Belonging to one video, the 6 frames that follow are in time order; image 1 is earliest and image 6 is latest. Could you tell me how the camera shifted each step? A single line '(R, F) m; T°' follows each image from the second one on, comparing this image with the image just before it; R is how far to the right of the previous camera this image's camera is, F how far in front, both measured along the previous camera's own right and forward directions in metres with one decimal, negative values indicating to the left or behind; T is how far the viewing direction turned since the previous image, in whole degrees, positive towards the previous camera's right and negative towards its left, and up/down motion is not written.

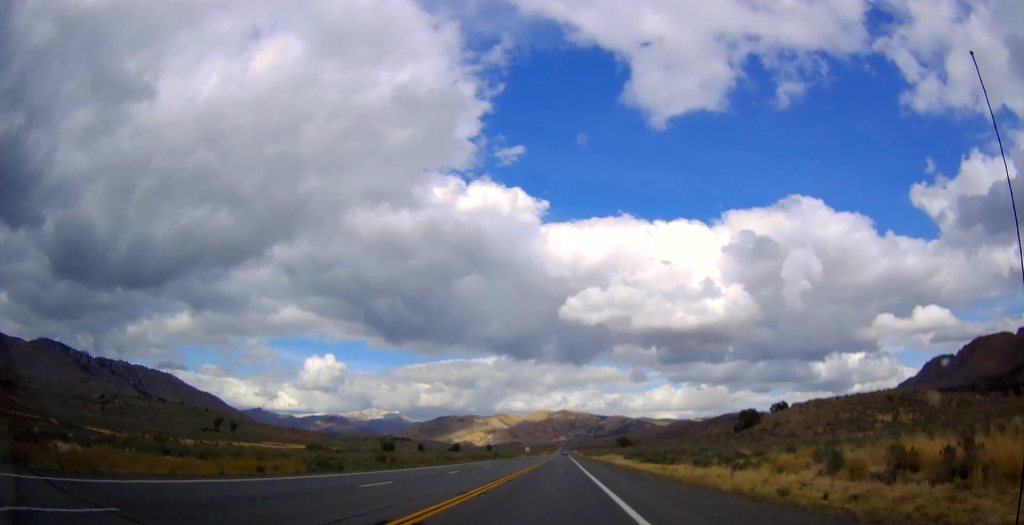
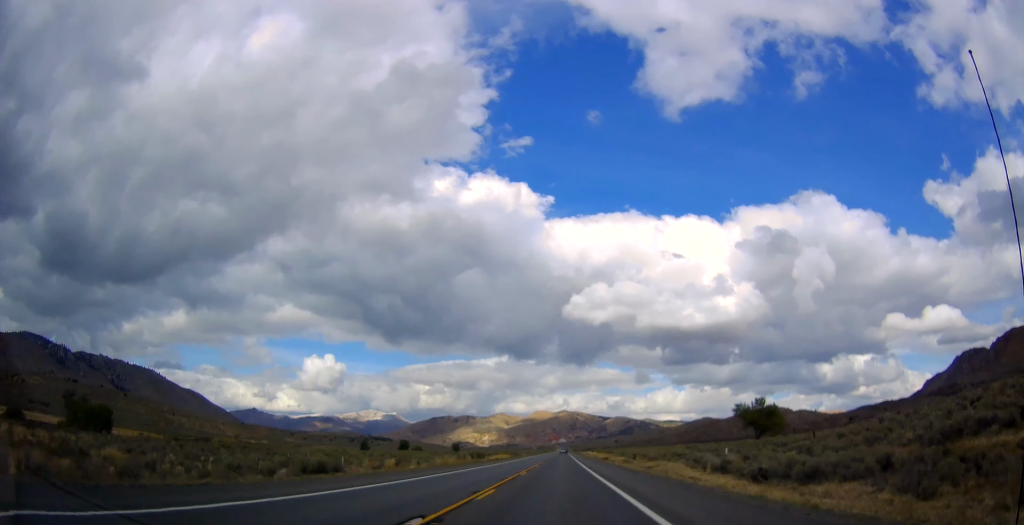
(+0.2, +390.0) m; 0°
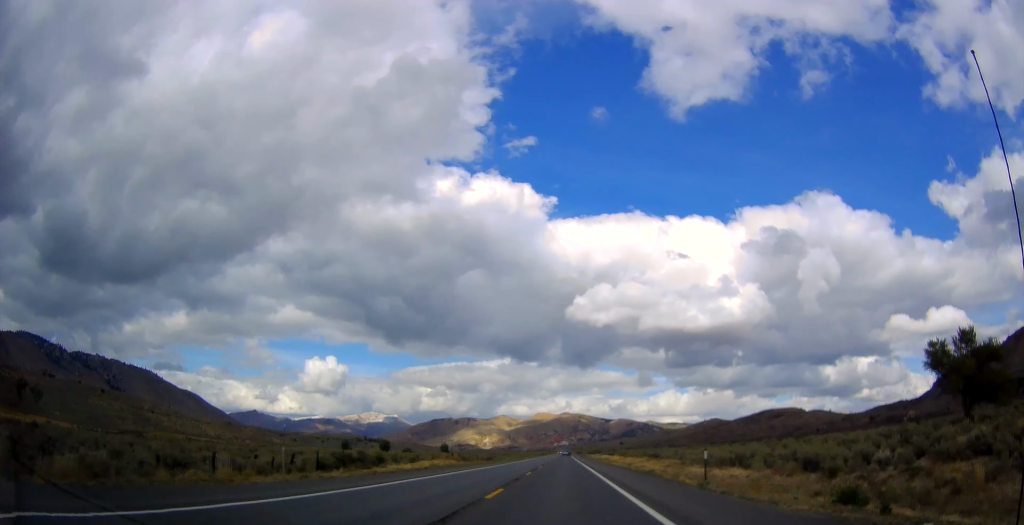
(0.0, +89.0) m; 0°
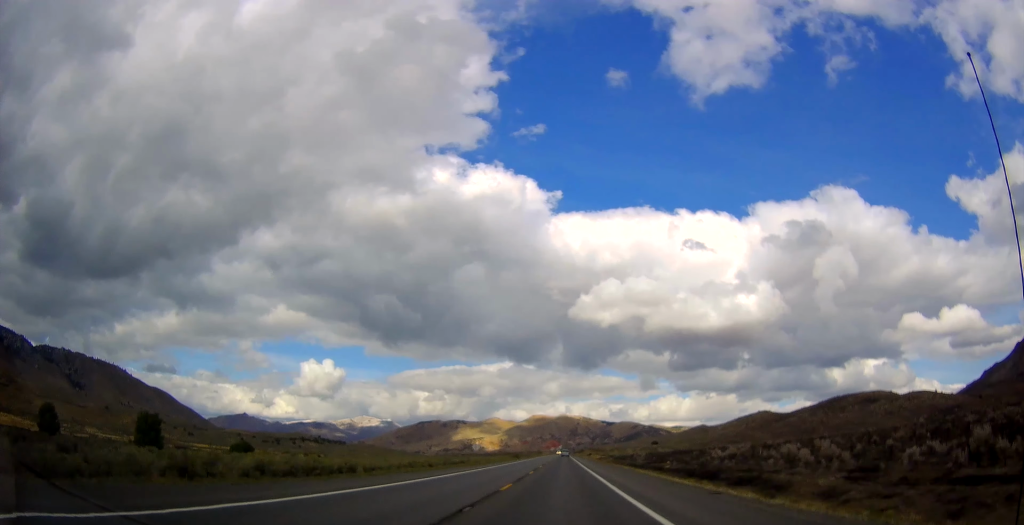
(-0.1, +457.1) m; 0°
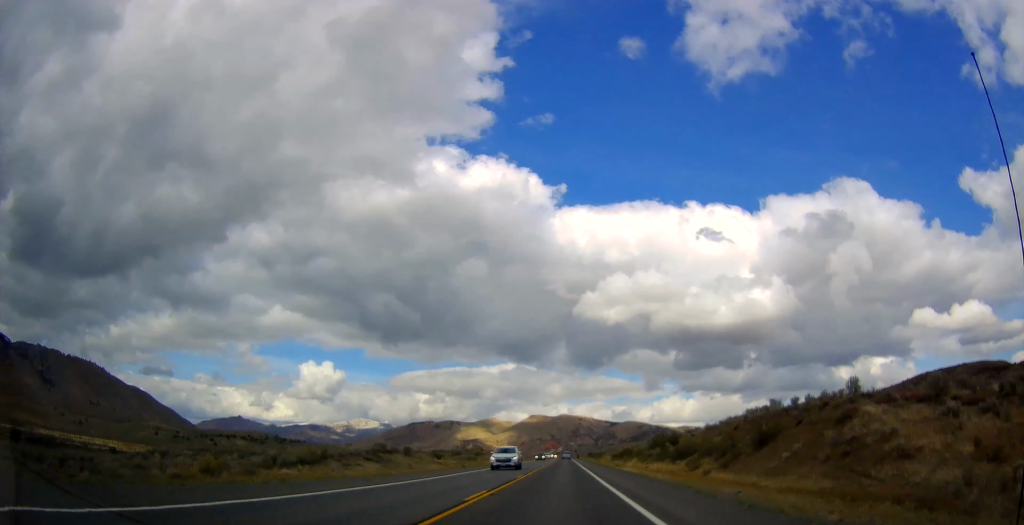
(+0.6, +304.9) m; 0°
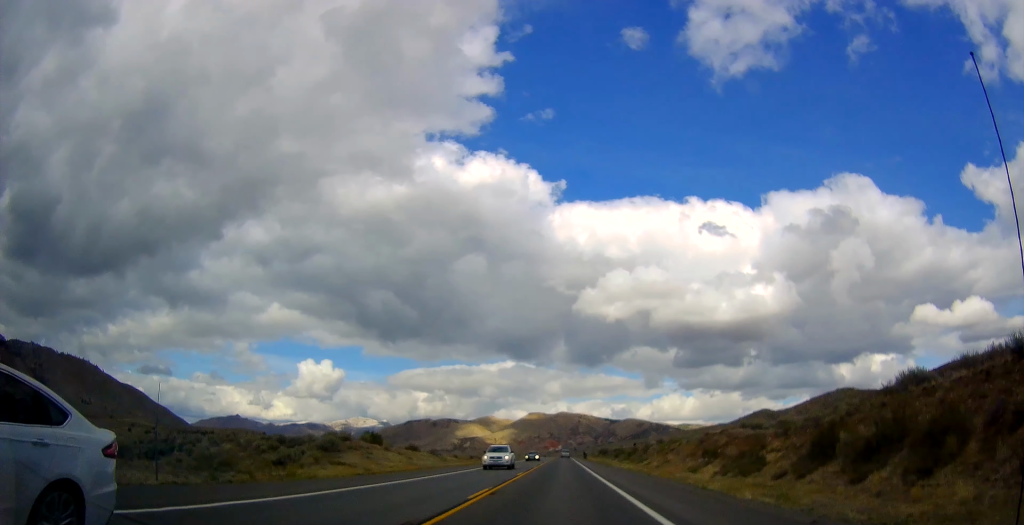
(-0.1, +73.6) m; 0°
